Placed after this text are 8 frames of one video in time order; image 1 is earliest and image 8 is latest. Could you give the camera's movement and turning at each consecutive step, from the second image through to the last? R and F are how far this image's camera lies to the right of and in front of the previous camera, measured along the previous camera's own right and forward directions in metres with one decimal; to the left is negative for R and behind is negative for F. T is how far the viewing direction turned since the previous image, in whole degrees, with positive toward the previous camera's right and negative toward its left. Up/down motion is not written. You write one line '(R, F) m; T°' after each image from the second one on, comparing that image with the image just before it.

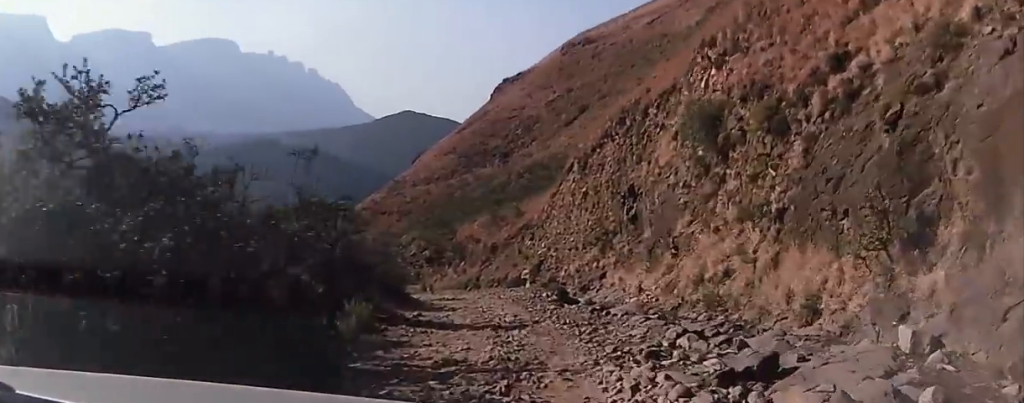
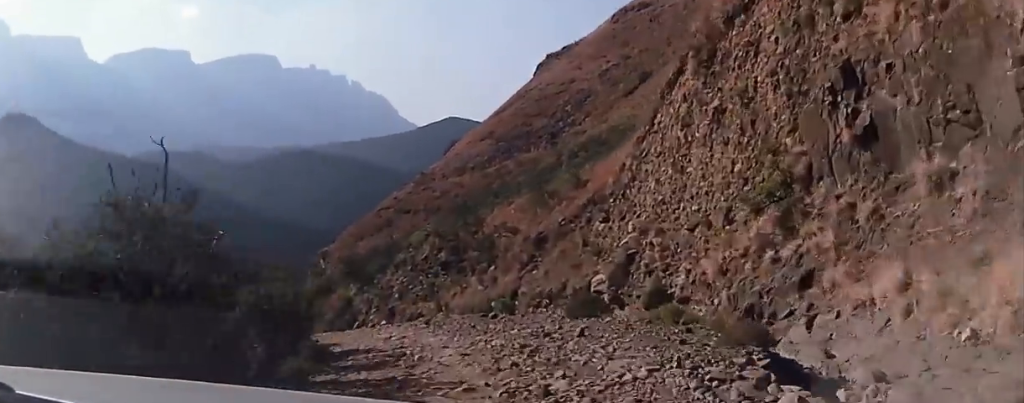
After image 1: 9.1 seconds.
(-0.6, +22.6) m; -8°
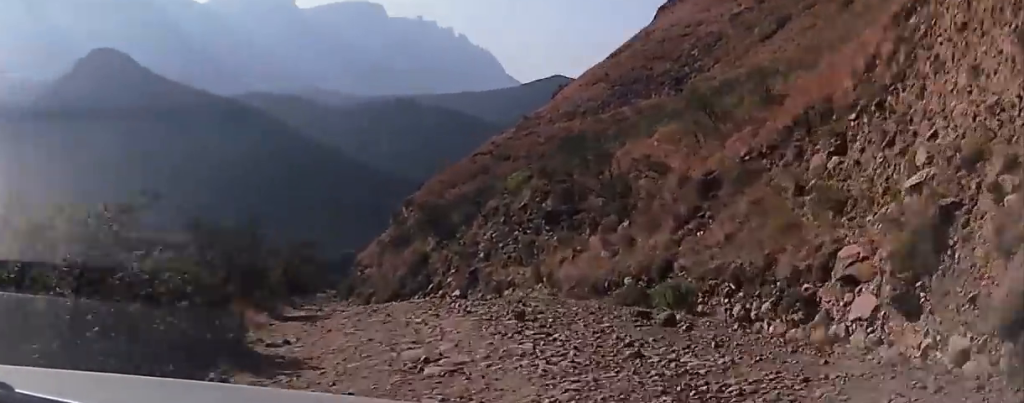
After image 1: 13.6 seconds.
(-1.2, +12.0) m; -5°
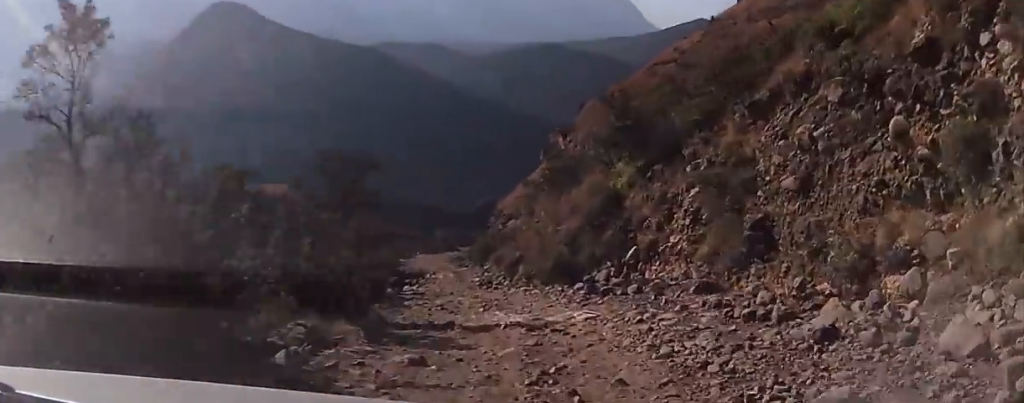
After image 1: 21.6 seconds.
(-1.4, +21.1) m; -8°
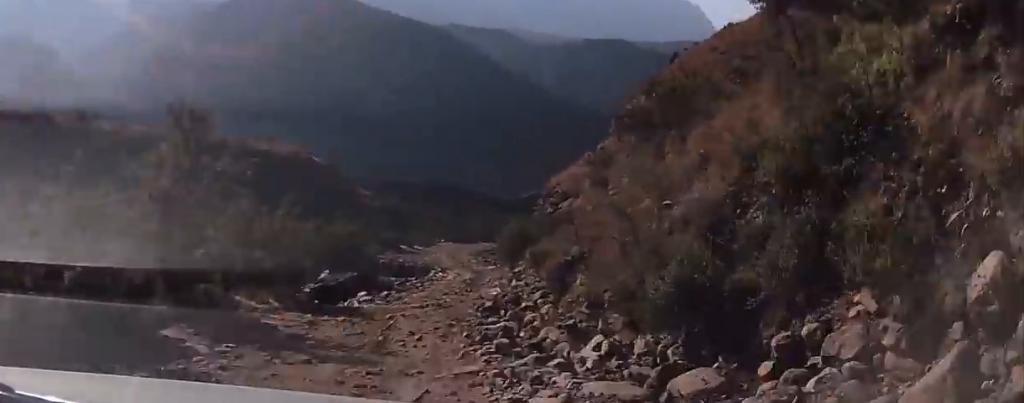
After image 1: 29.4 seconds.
(-1.3, +19.7) m; -4°
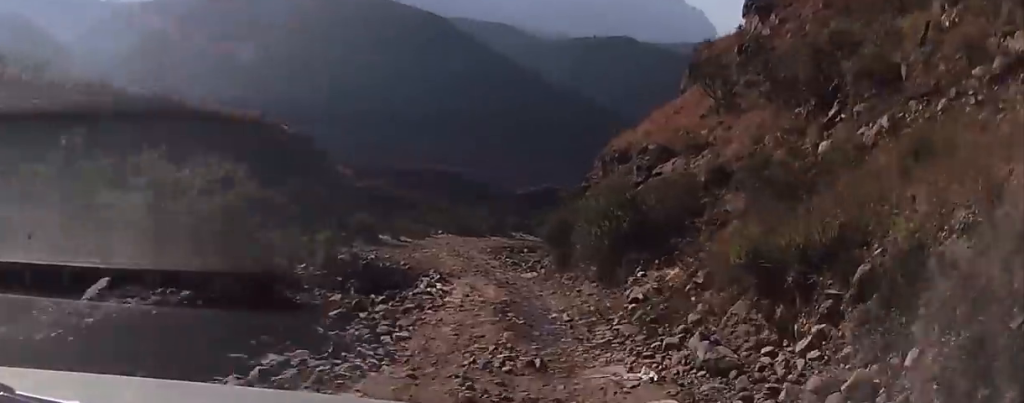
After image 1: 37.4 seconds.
(0.0, +19.8) m; 0°
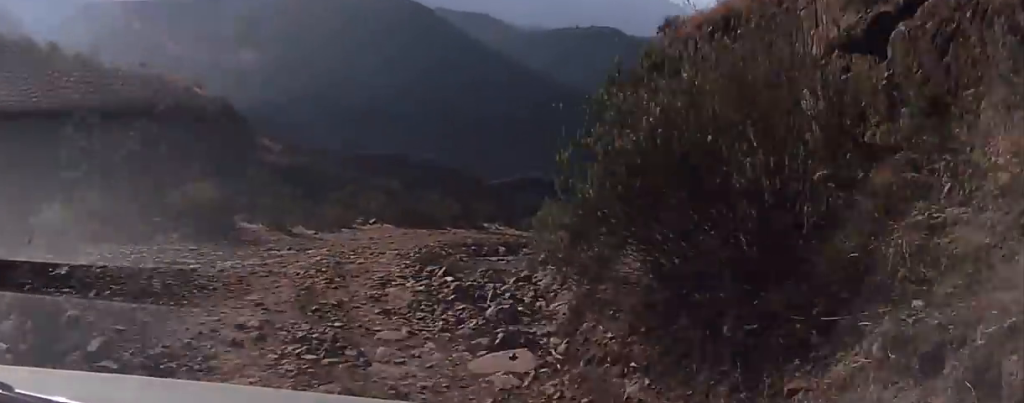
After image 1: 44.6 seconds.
(+0.3, +17.9) m; +3°
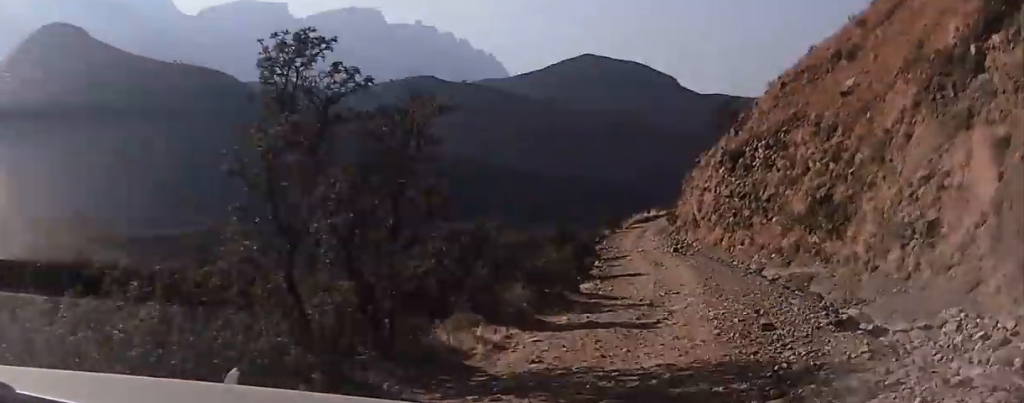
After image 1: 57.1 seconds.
(+3.6, +31.6) m; +19°
